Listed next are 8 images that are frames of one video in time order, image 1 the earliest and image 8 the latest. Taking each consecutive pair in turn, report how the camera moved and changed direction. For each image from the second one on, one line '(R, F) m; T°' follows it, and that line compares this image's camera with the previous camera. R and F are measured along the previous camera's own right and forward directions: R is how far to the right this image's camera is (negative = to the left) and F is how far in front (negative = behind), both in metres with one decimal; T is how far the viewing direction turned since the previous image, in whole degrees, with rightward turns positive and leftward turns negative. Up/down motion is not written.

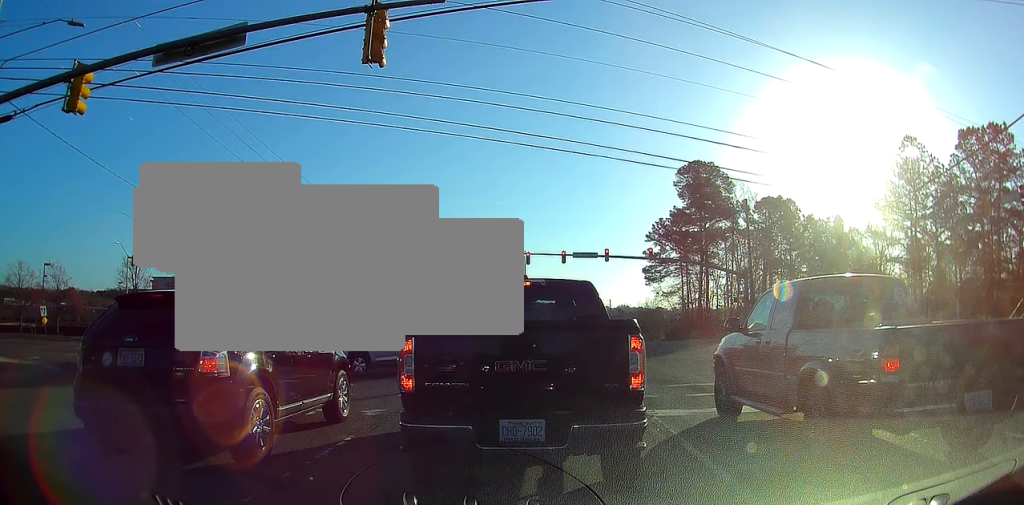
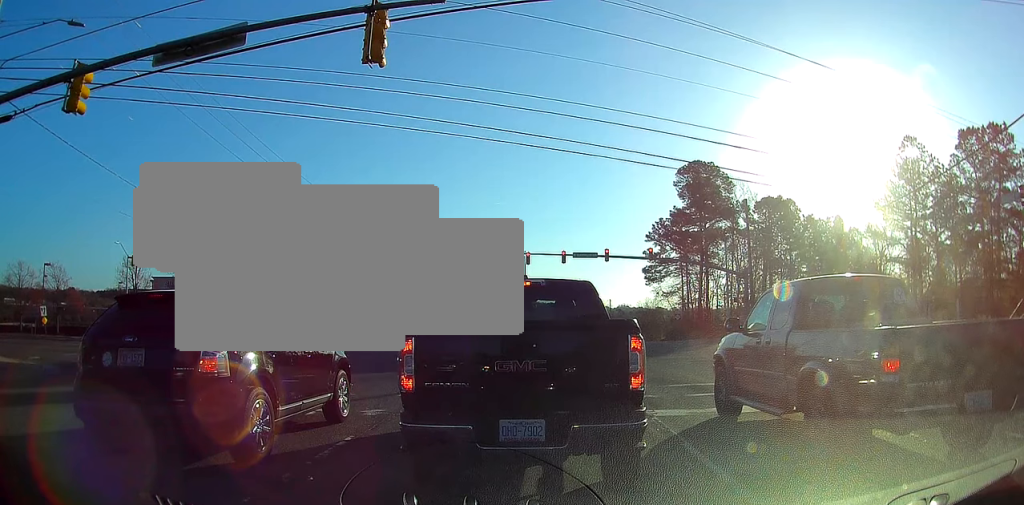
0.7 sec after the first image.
(0.0, 0.0) m; 0°
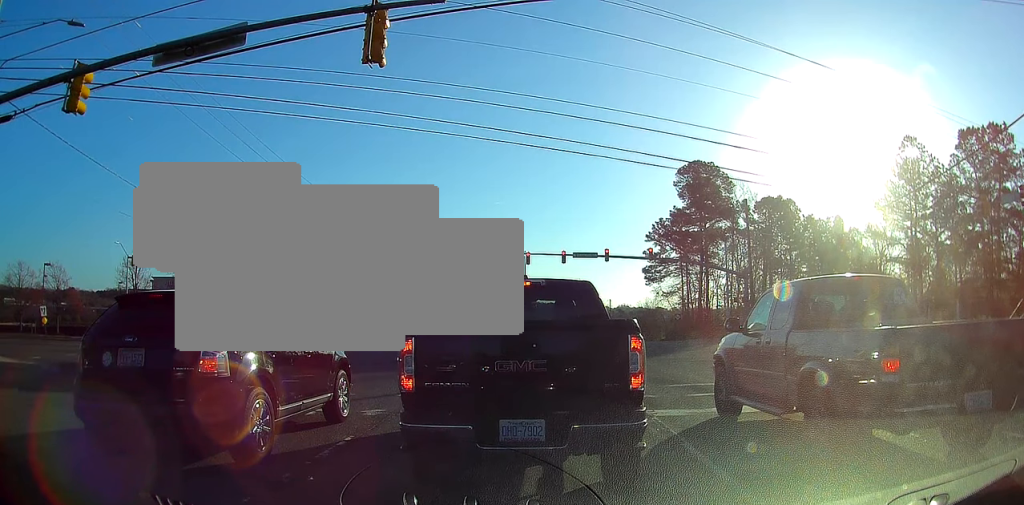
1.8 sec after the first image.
(0.0, 0.0) m; 0°
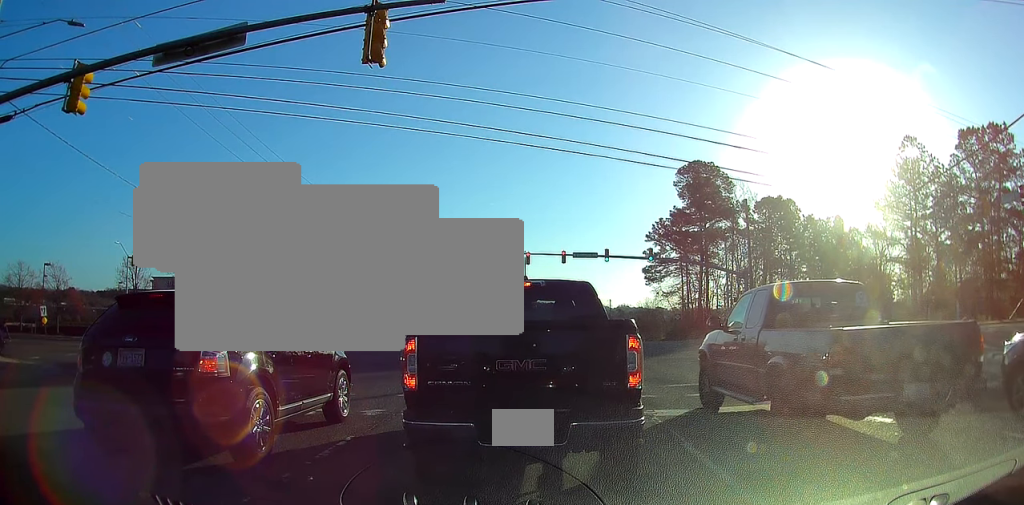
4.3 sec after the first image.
(0.0, 0.0) m; 0°
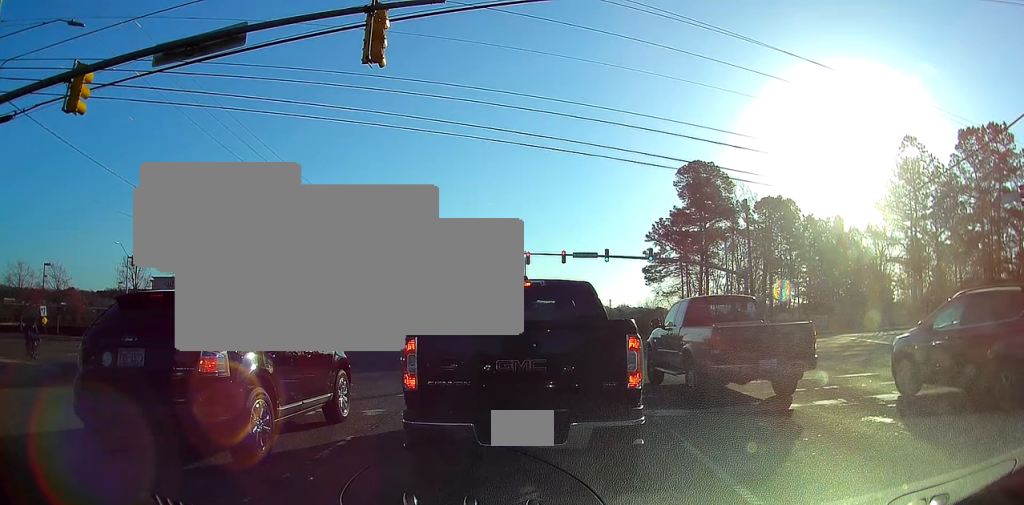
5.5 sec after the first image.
(0.0, 0.0) m; 0°
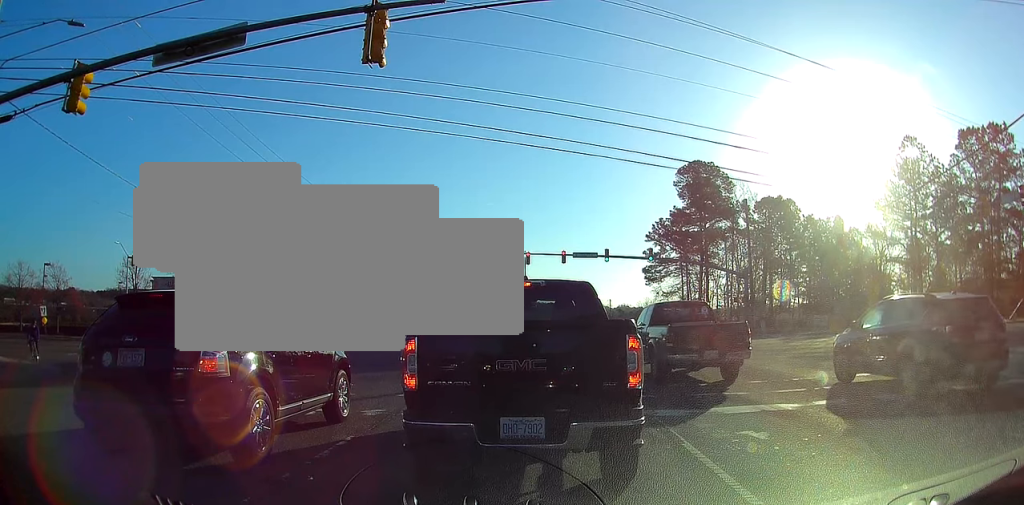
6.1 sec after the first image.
(0.0, 0.0) m; 0°
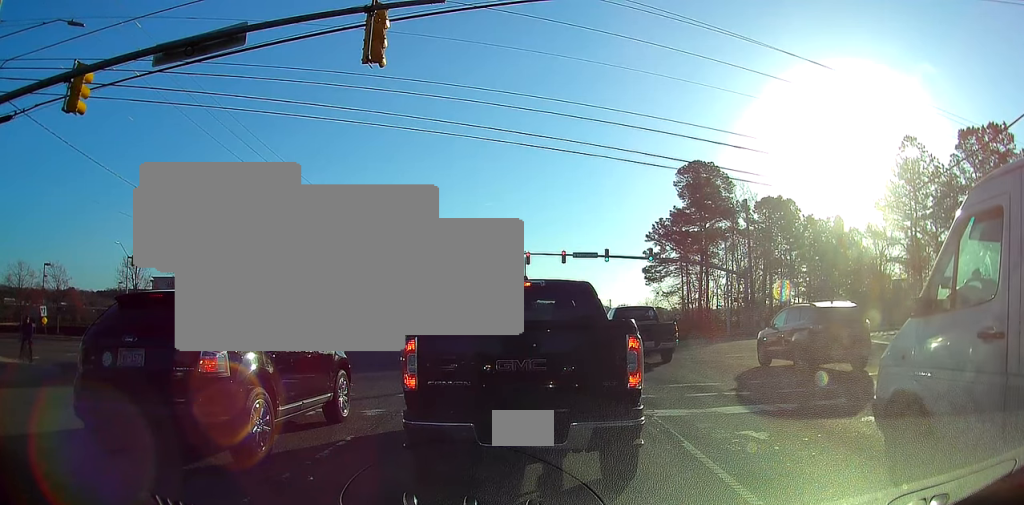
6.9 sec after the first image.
(0.0, 0.0) m; 0°
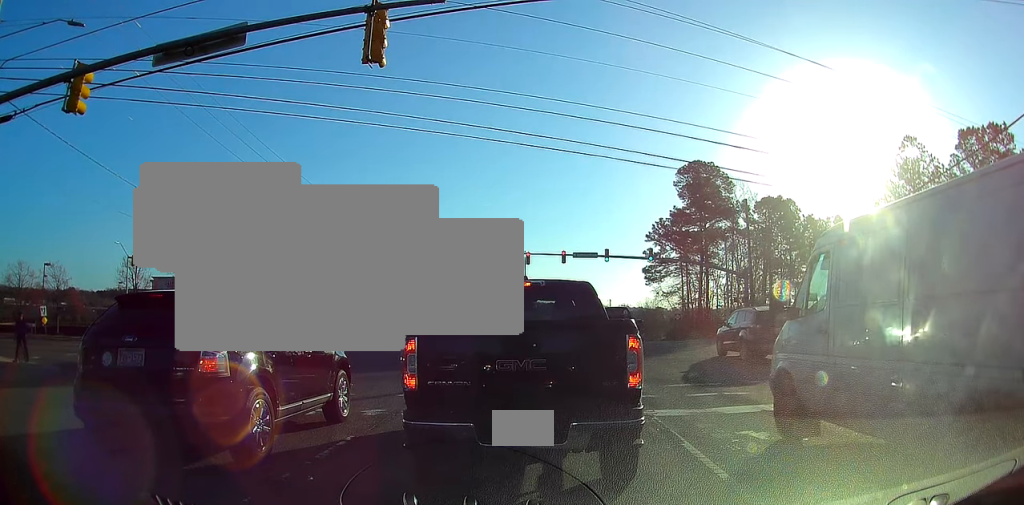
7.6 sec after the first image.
(0.0, 0.0) m; 0°
